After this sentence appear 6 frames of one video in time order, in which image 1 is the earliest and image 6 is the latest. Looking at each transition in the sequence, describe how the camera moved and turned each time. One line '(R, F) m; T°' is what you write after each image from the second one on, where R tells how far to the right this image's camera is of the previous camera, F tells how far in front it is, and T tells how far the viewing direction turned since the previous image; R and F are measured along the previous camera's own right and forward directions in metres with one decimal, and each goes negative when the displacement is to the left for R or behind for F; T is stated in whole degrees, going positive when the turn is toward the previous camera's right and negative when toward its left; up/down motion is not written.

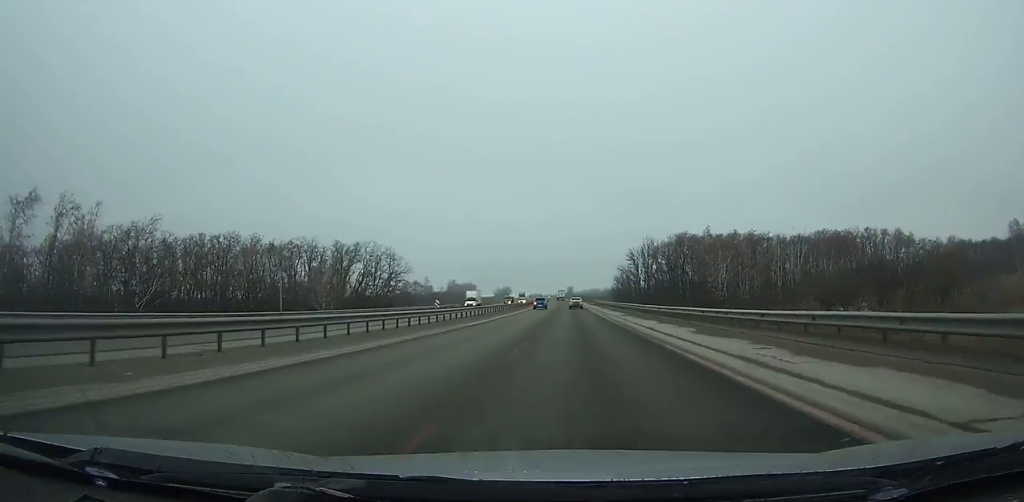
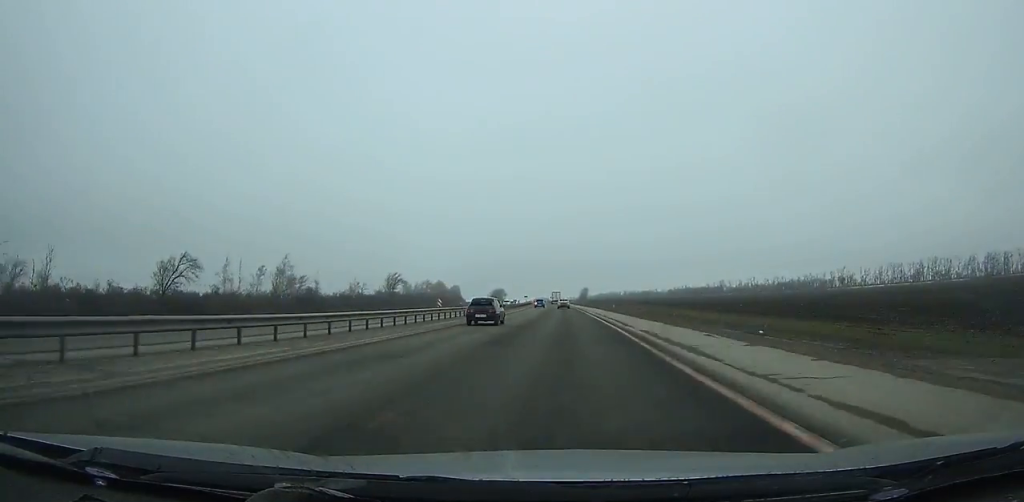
(-1.6, +154.6) m; -2°
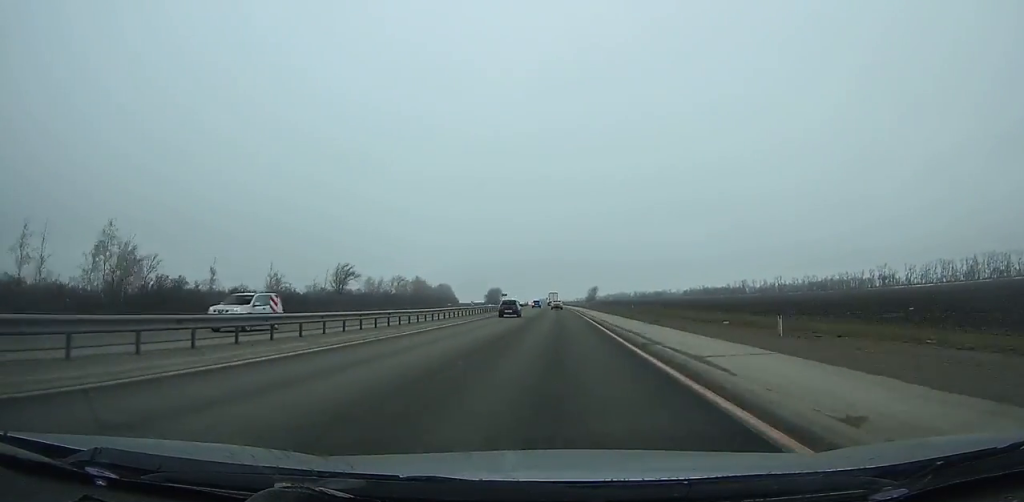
(-0.4, +61.4) m; -1°
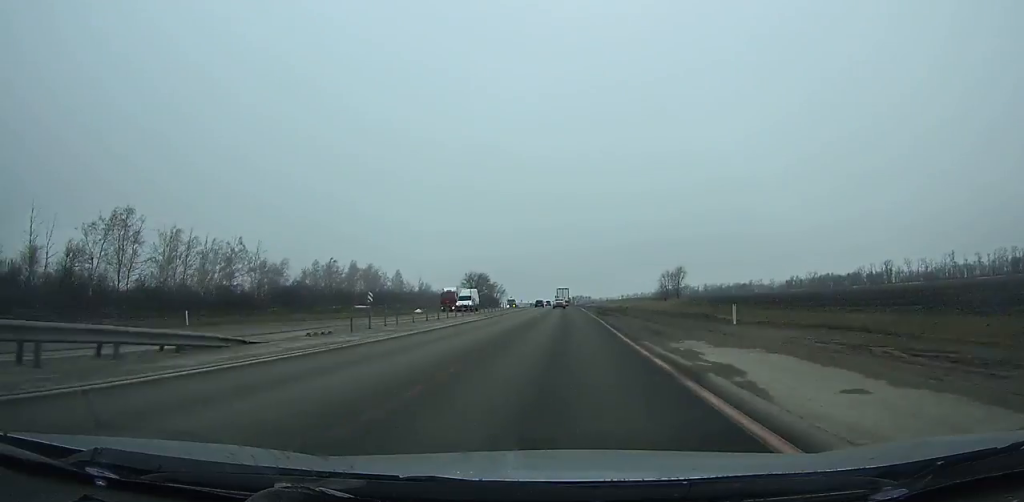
(-6.2, +209.8) m; -3°
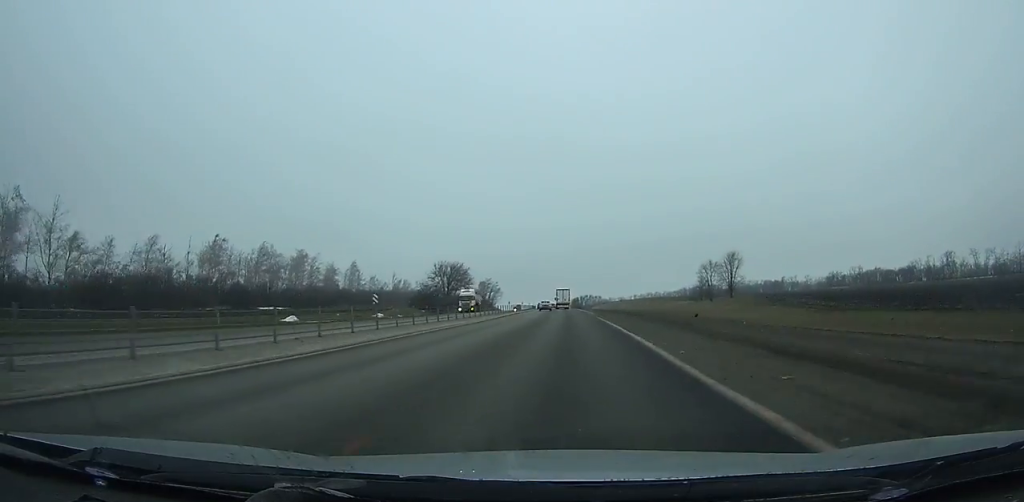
(-0.4, +57.1) m; -1°
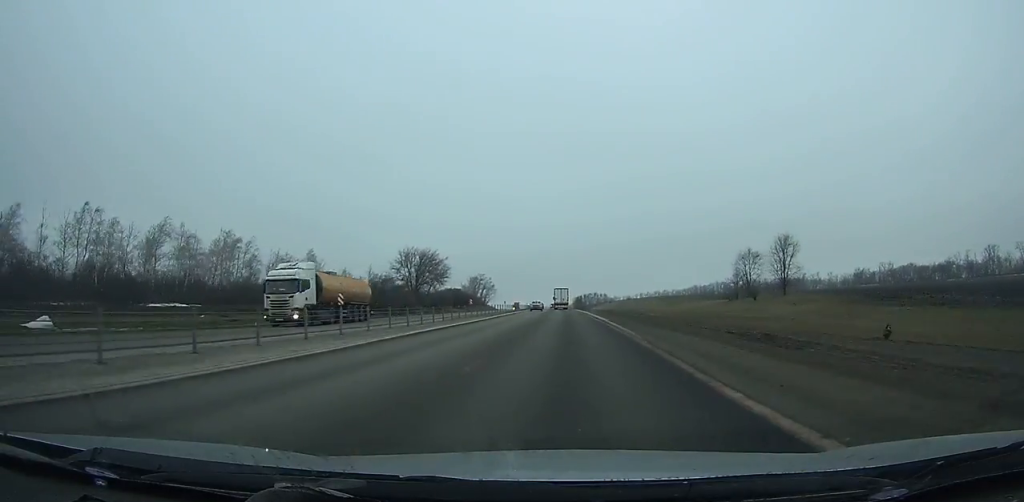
(0.0, +33.7) m; 0°
